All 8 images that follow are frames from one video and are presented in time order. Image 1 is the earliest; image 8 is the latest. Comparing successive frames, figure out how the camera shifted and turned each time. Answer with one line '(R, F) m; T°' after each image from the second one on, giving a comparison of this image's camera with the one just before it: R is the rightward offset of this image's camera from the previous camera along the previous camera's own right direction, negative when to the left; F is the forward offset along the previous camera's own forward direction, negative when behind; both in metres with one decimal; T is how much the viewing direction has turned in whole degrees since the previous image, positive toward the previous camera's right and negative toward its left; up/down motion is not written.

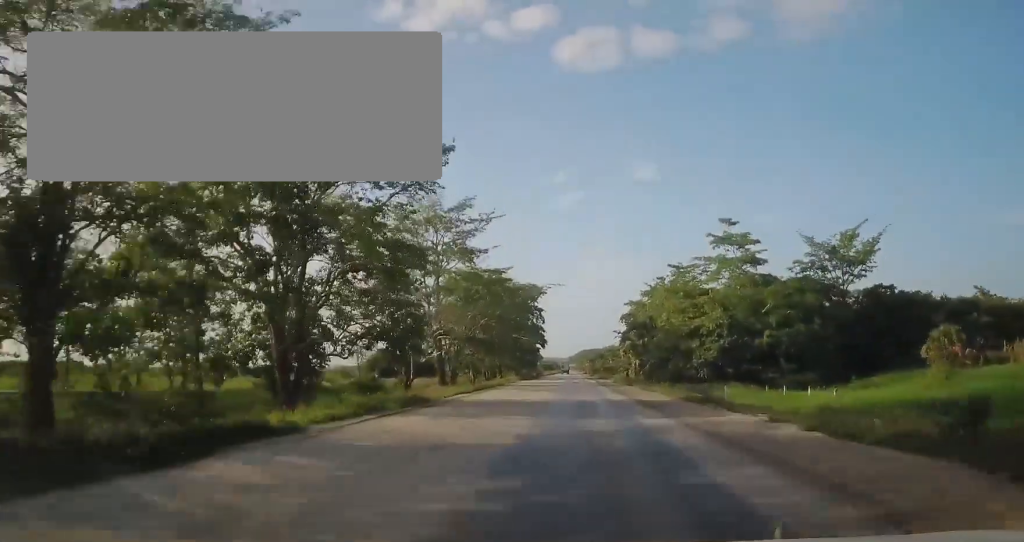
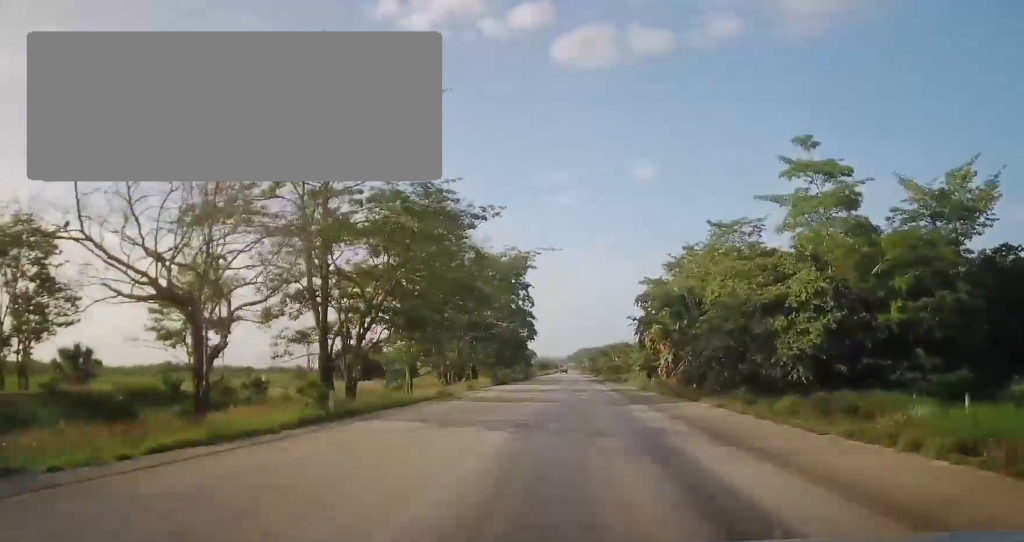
(0.0, +24.6) m; 0°
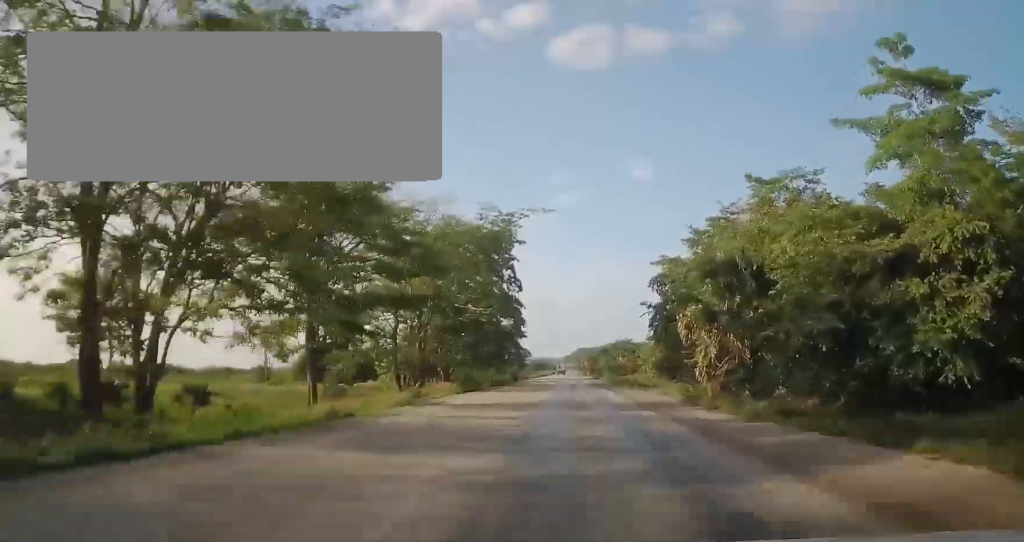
(0.0, +14.9) m; 0°
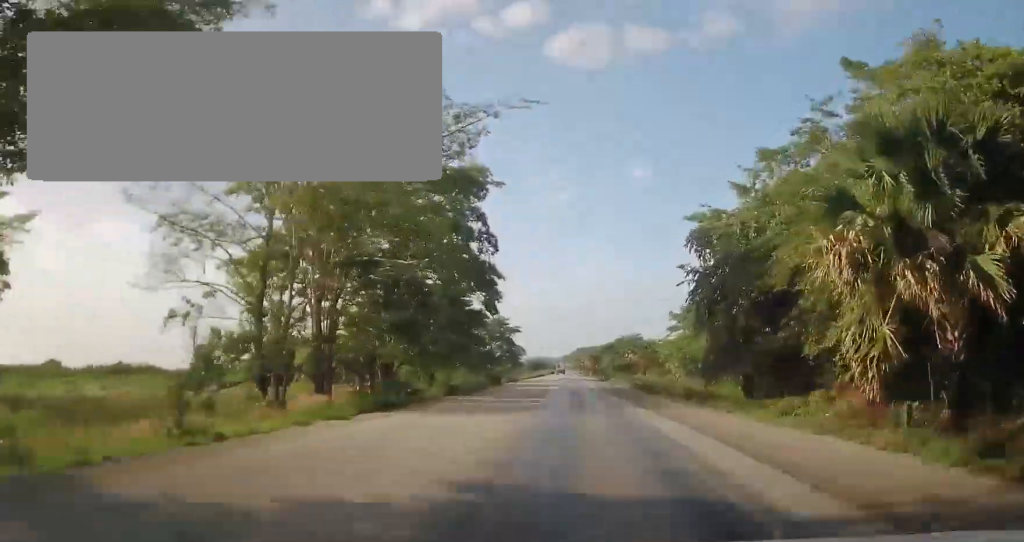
(-0.1, +18.8) m; +1°
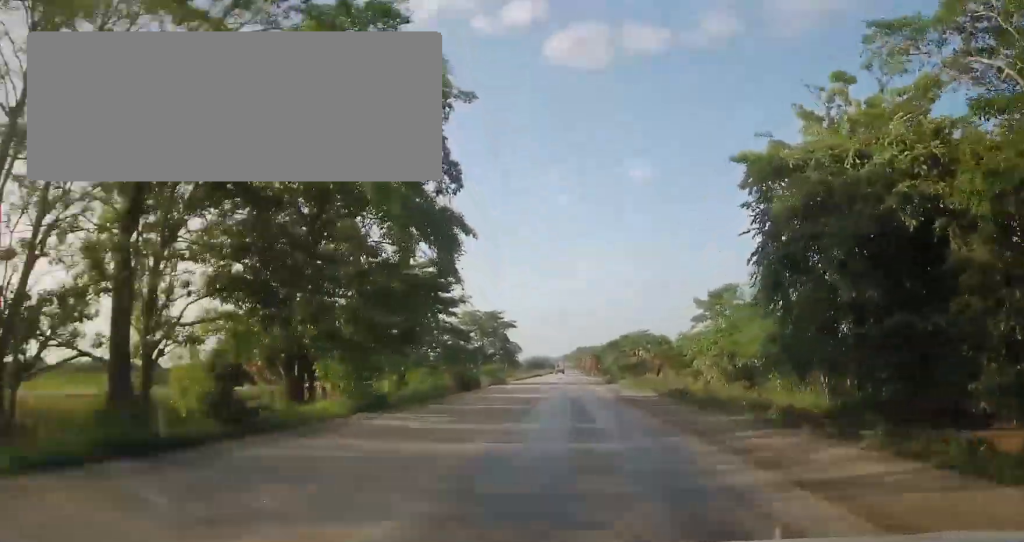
(-0.1, +13.4) m; 0°
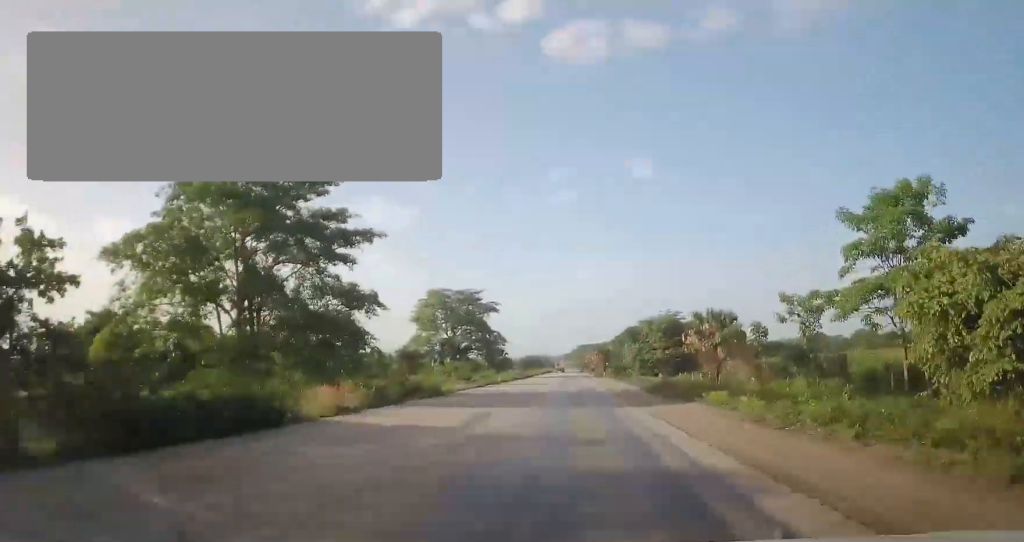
(+0.5, +31.0) m; -1°
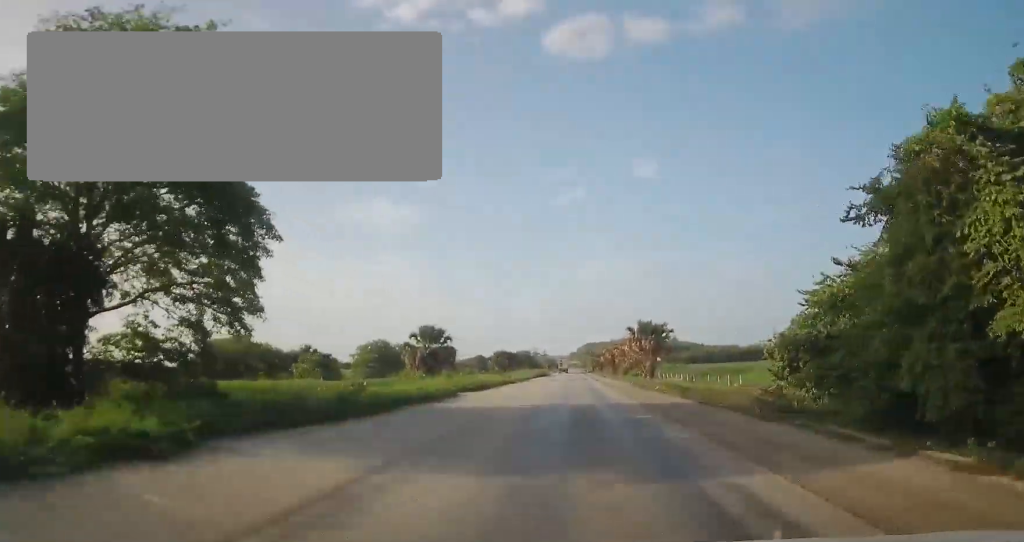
(-0.9, +73.0) m; 0°
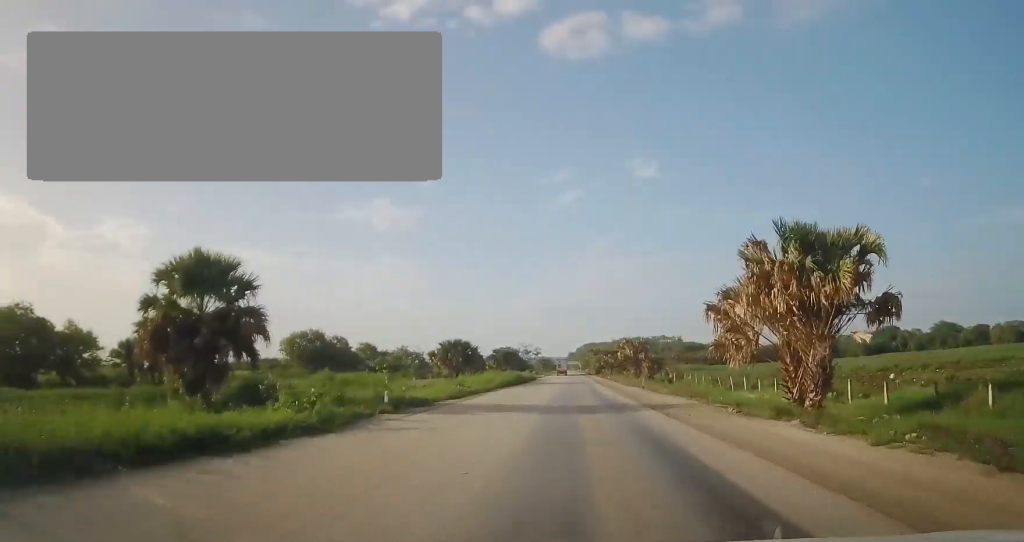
(-0.3, +44.8) m; -1°
